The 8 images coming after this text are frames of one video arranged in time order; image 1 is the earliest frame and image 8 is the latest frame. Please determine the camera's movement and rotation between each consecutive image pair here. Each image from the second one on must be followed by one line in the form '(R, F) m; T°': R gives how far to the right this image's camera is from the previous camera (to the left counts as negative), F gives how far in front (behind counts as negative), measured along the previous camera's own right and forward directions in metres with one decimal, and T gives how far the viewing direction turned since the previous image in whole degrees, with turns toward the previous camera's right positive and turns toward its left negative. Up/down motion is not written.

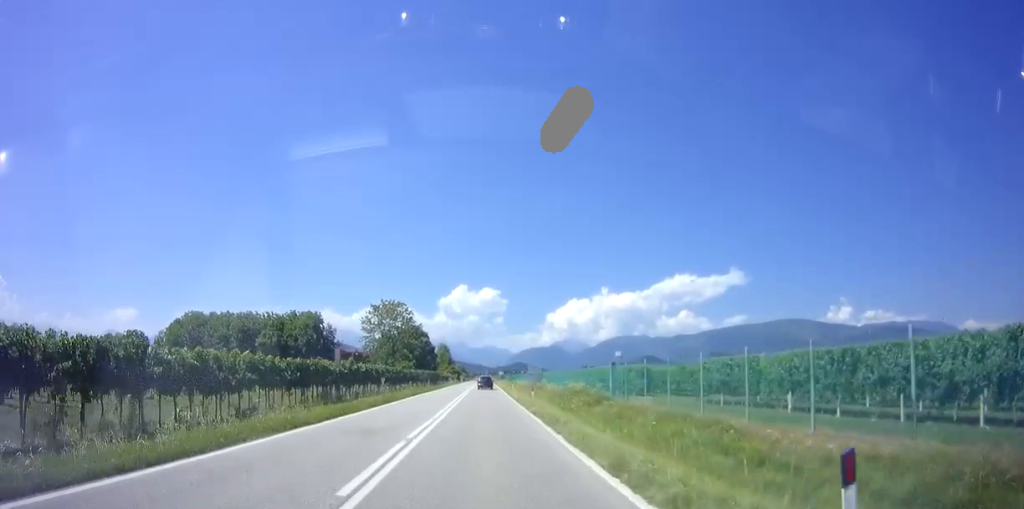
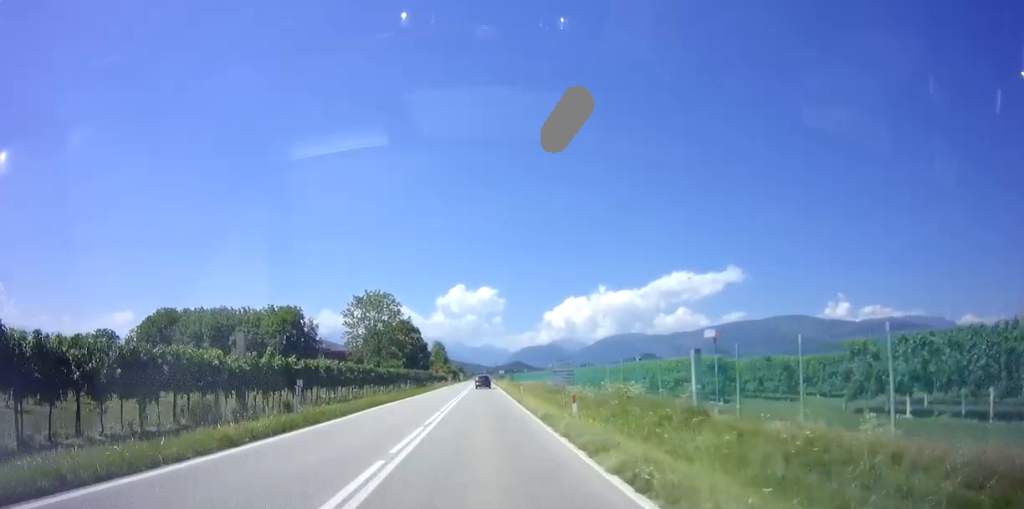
(0.0, +13.4) m; 0°
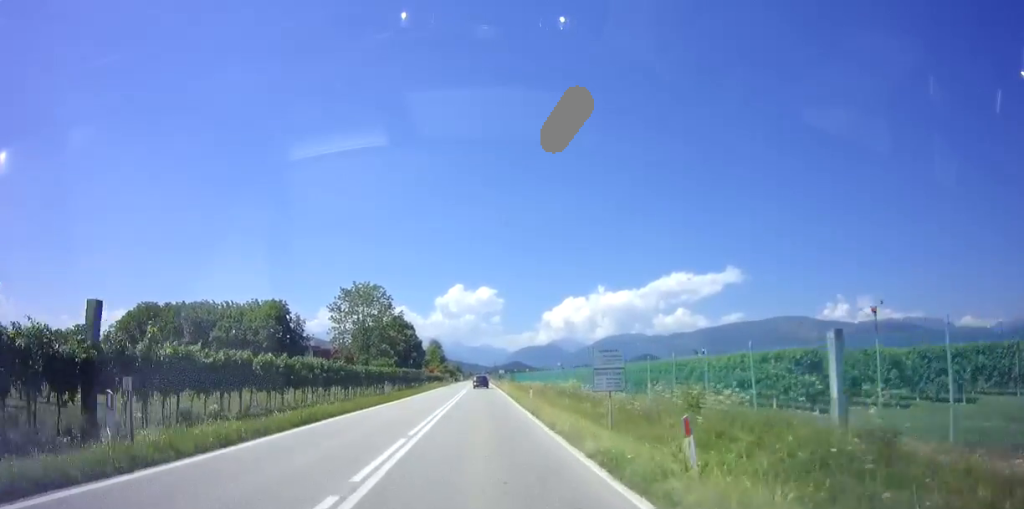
(0.0, +8.6) m; 0°
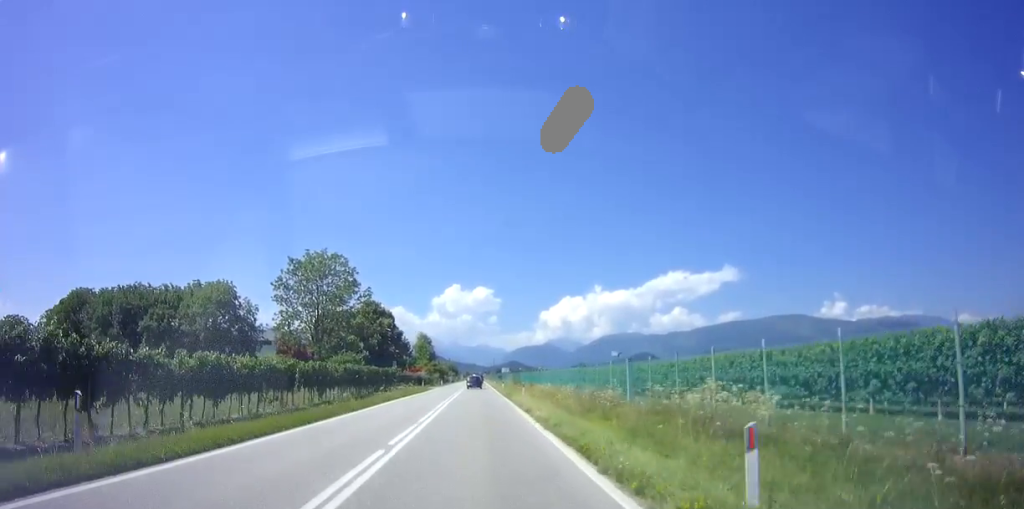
(0.0, +25.2) m; 0°
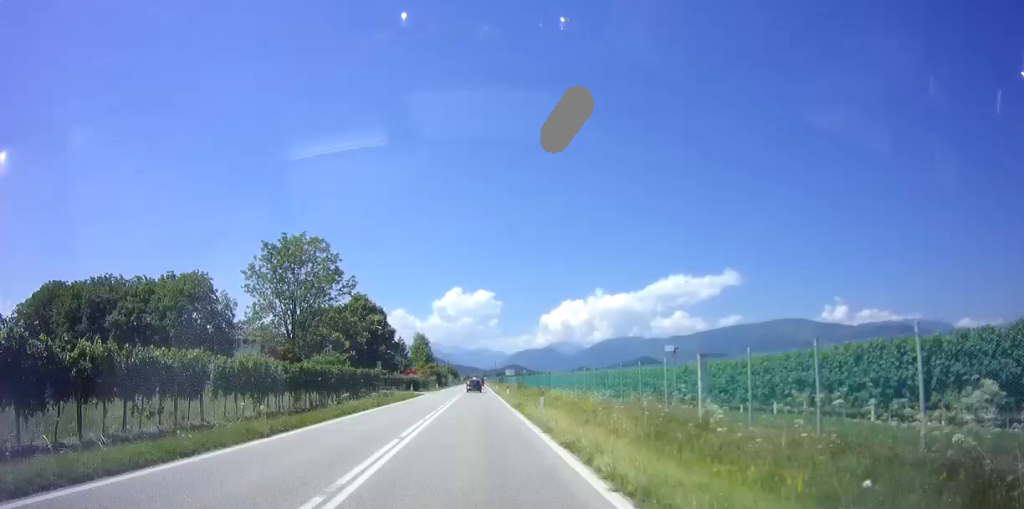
(0.0, +9.2) m; 0°
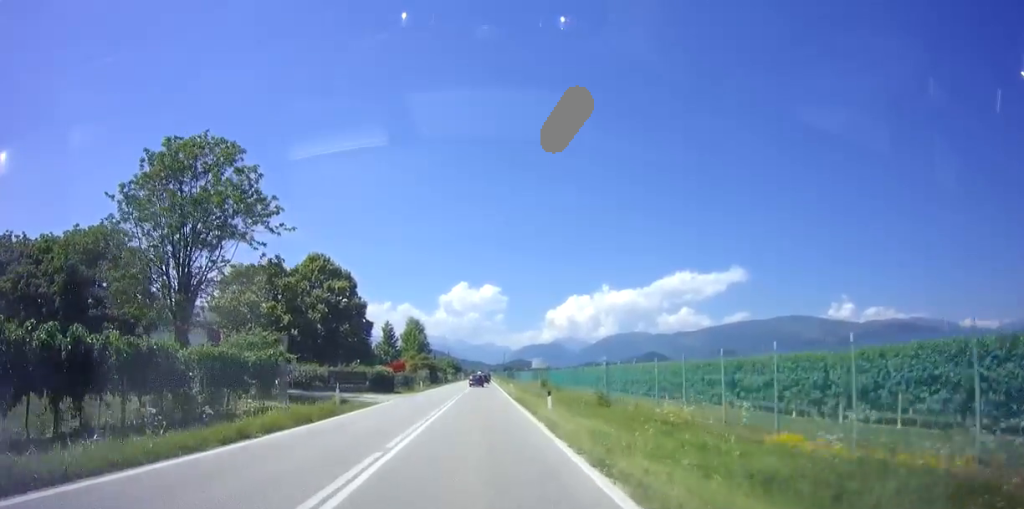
(-0.1, +25.2) m; 0°
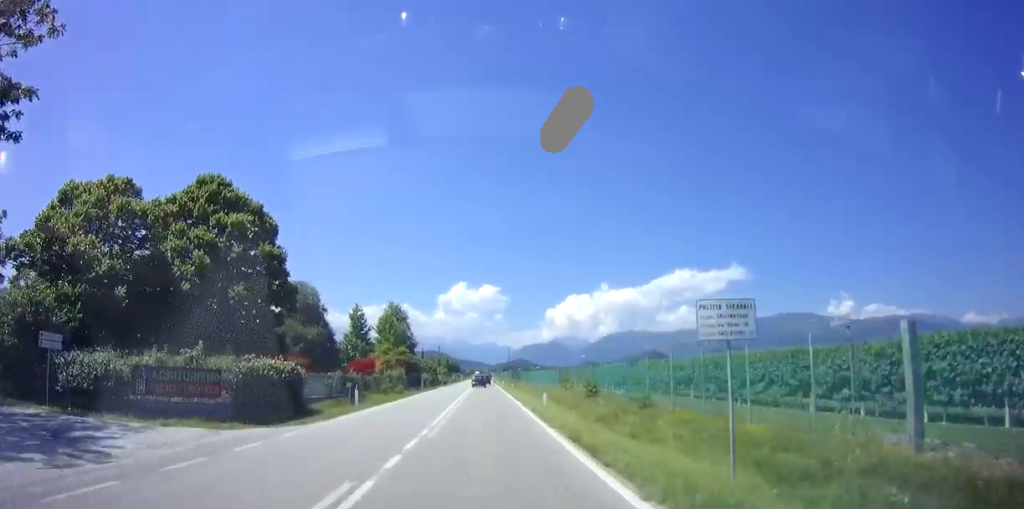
(+0.1, +25.8) m; 0°
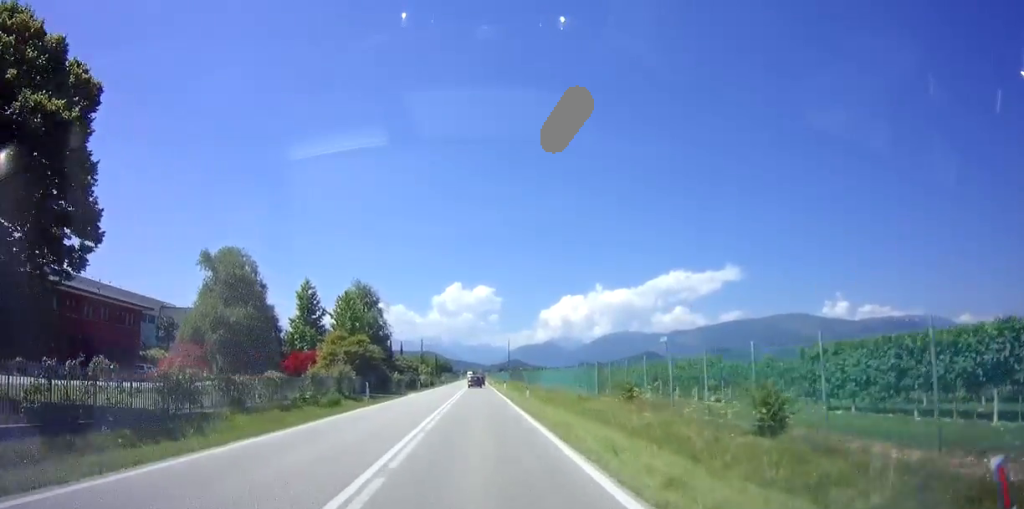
(+0.1, +20.9) m; +1°
